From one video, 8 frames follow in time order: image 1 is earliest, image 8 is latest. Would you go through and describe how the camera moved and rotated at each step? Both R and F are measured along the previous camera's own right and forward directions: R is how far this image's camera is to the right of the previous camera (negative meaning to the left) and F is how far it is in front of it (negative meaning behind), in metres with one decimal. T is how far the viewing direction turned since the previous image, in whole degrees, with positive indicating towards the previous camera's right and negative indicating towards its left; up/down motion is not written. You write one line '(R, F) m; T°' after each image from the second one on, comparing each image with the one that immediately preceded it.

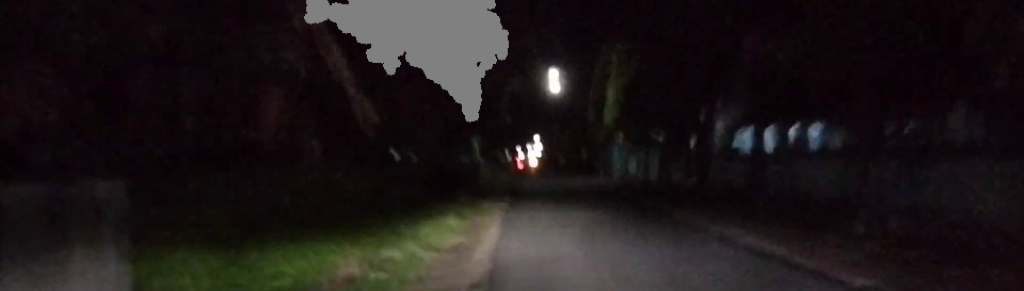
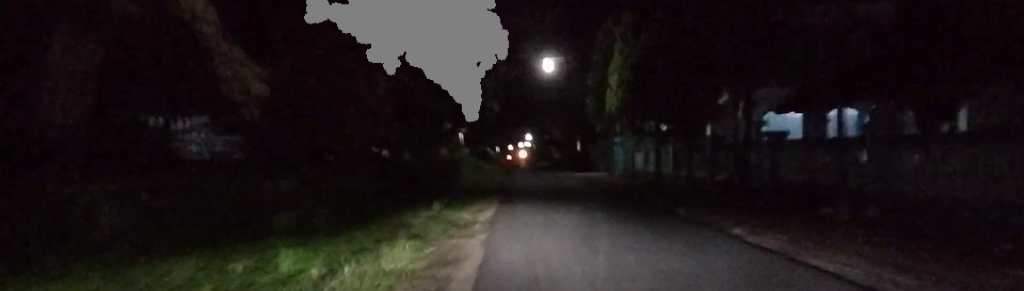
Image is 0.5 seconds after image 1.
(0.0, +4.7) m; 0°
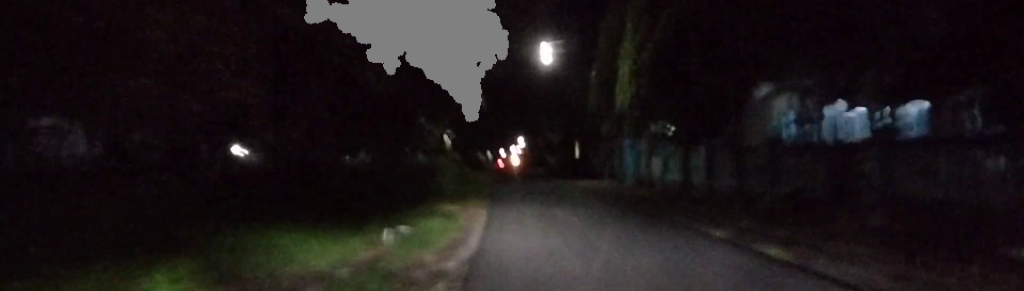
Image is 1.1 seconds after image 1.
(0.0, +5.1) m; -1°
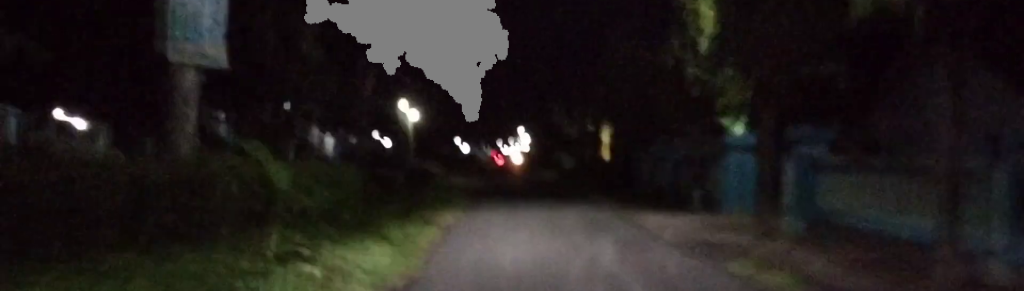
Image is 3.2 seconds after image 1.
(+0.2, +18.3) m; 0°
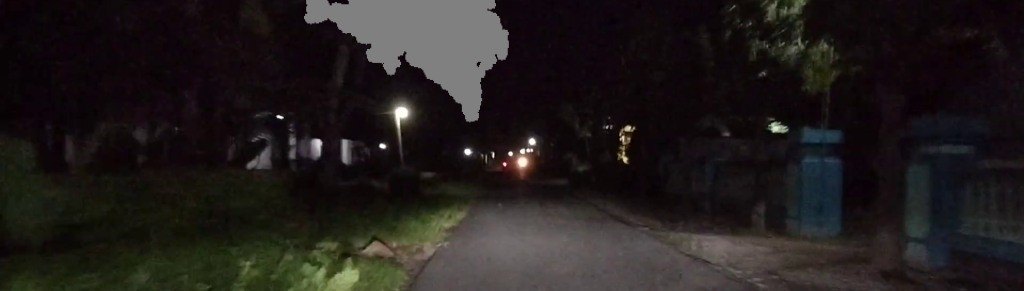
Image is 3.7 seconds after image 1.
(-0.1, +4.4) m; 0°
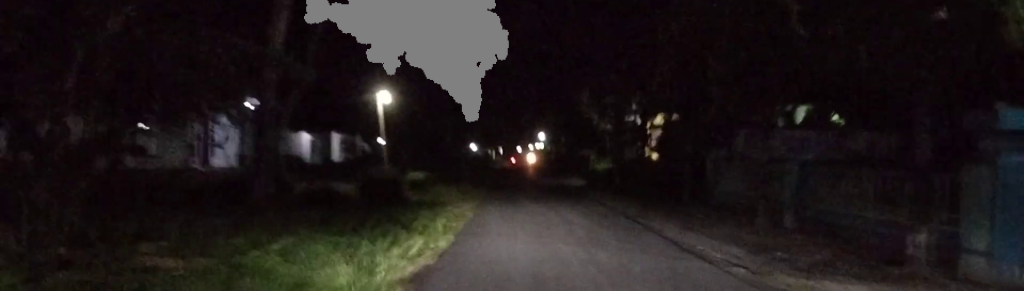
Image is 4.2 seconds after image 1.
(-0.1, +5.8) m; 0°
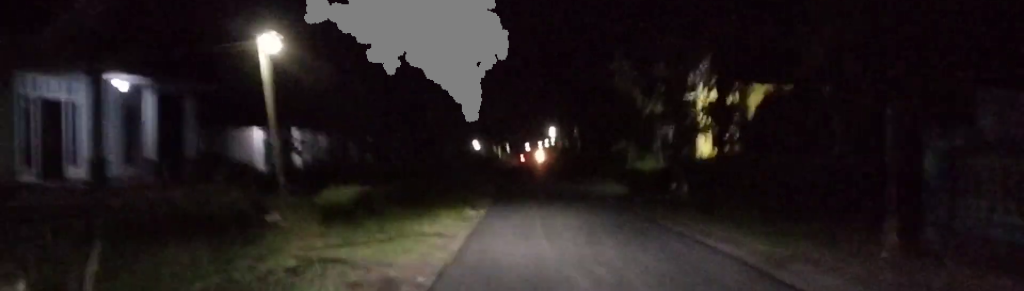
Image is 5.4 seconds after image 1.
(+0.1, +11.9) m; 0°
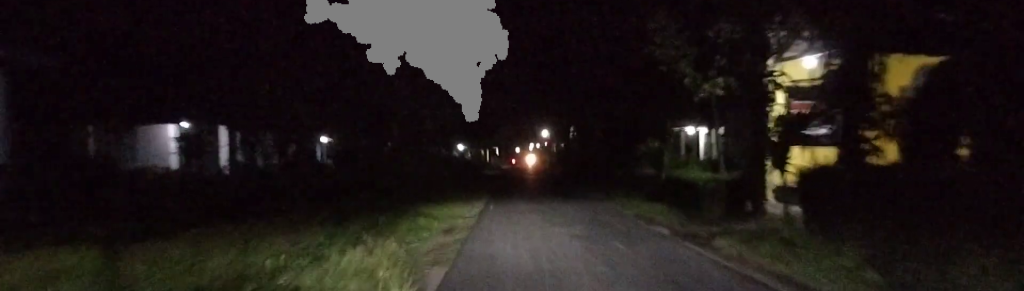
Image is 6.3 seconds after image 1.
(-0.1, +8.1) m; -2°
